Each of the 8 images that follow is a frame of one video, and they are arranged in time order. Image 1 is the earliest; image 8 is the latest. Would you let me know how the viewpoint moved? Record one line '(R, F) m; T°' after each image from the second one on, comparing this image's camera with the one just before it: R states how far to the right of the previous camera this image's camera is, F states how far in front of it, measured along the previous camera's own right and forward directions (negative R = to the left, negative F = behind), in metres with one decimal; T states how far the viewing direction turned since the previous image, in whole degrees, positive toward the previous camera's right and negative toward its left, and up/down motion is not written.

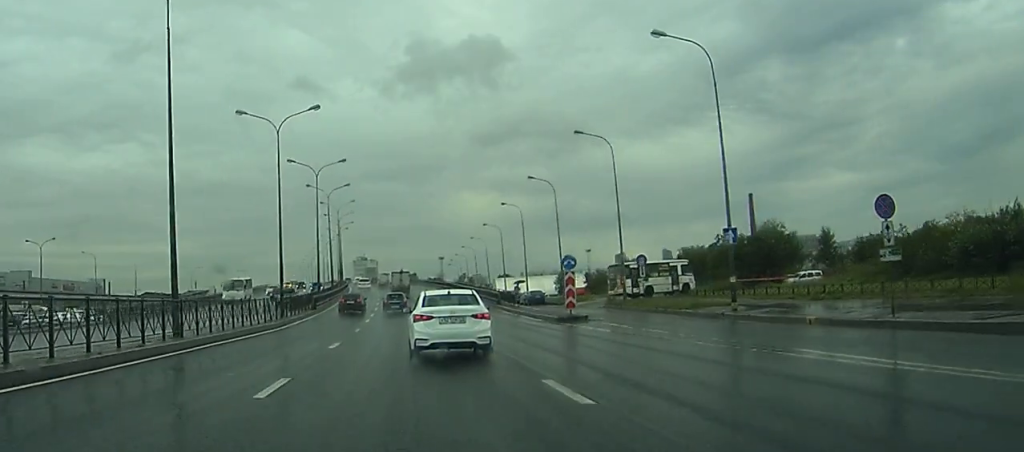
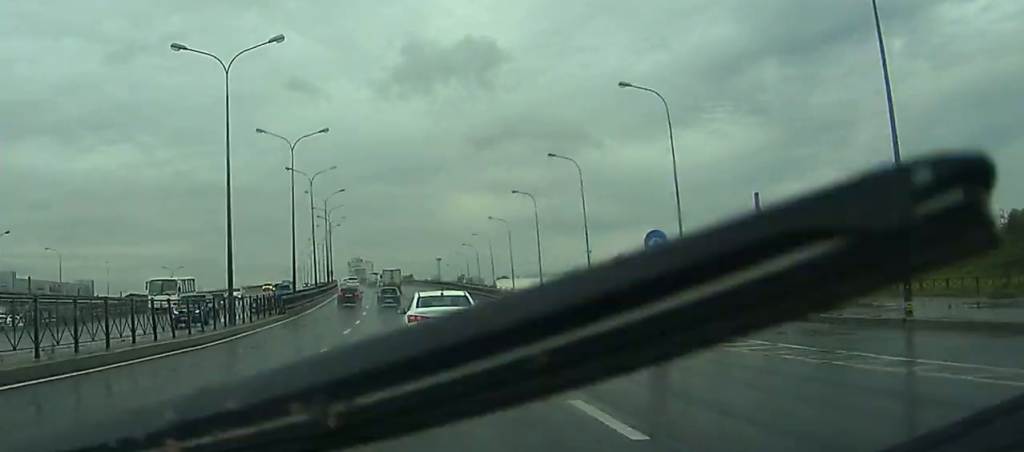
(0.0, +14.1) m; 0°
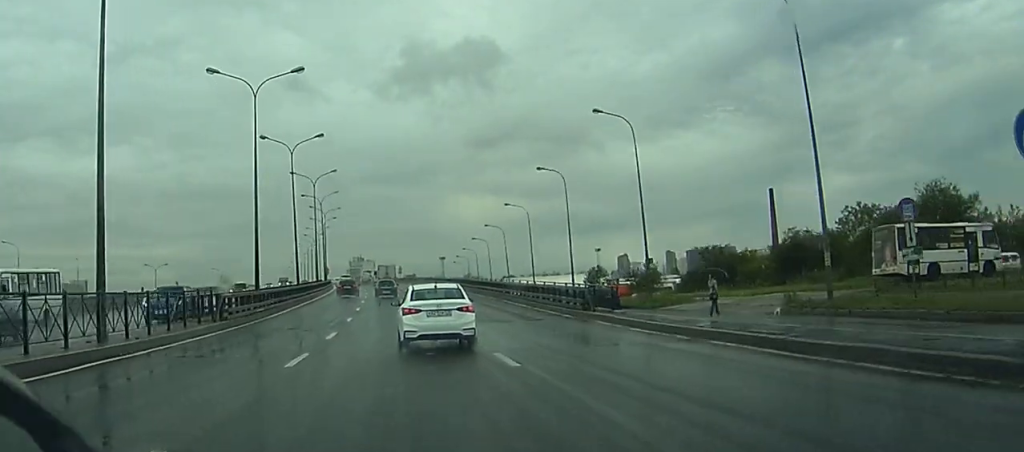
(+0.1, +16.1) m; 0°
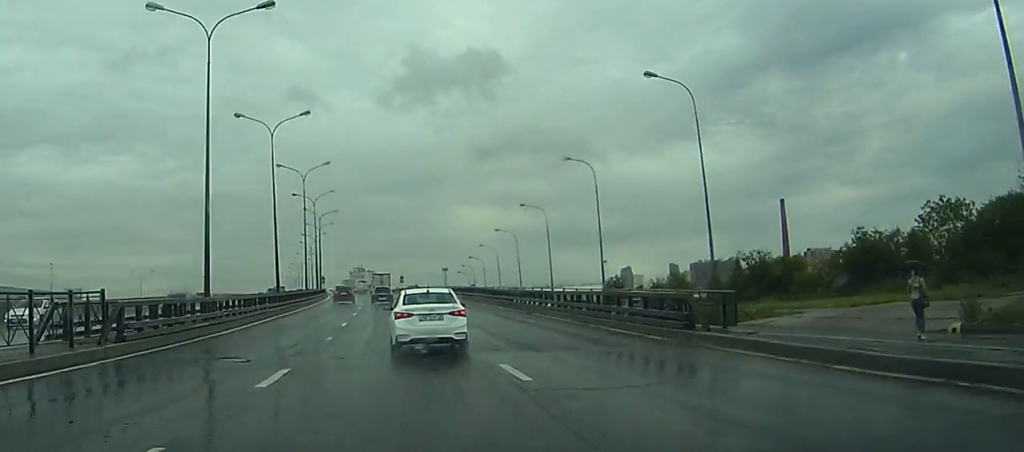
(0.0, +11.6) m; 0°
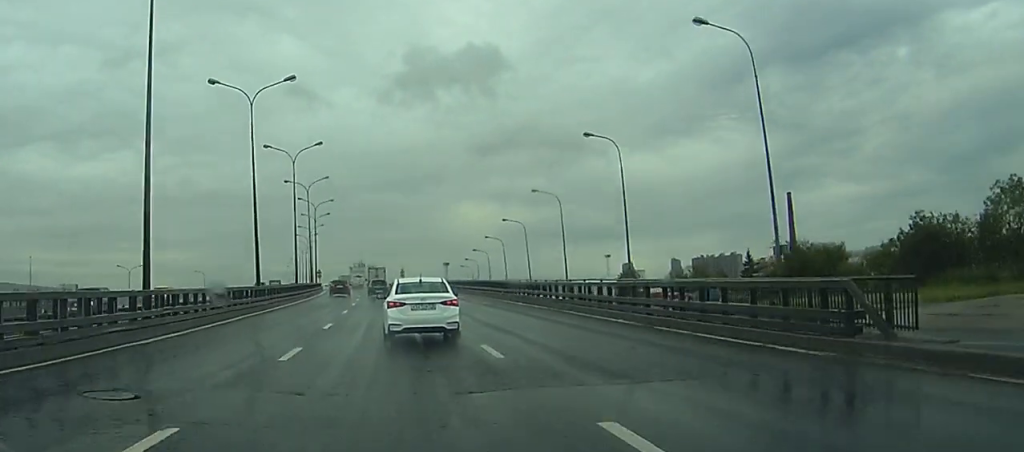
(0.0, +7.9) m; 0°
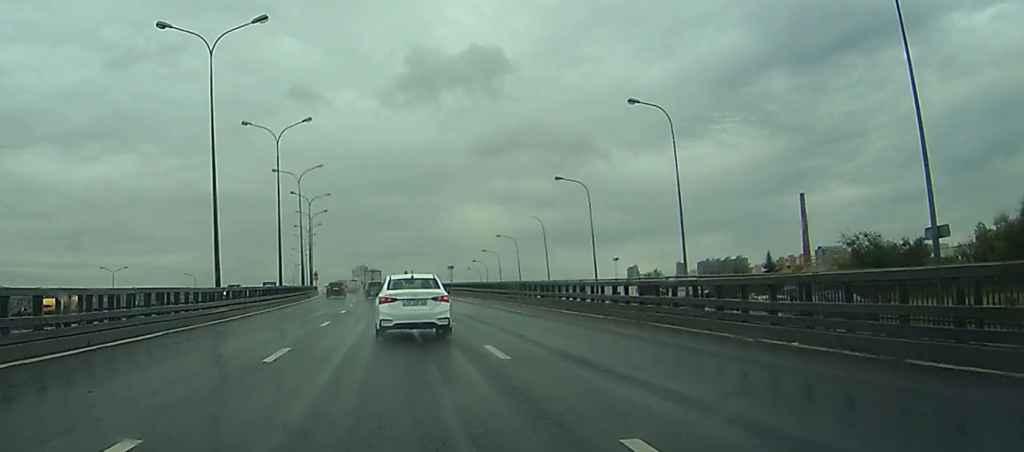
(+0.1, +11.6) m; +1°
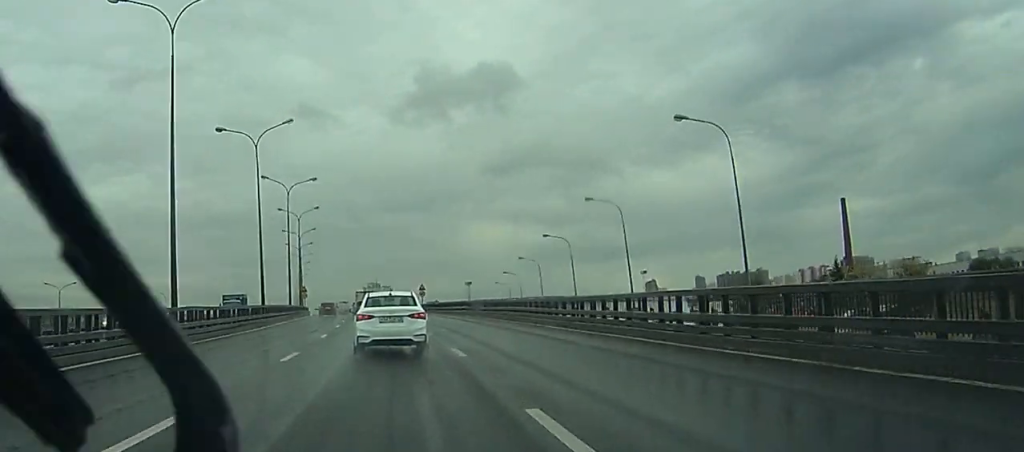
(+0.3, +31.5) m; 0°
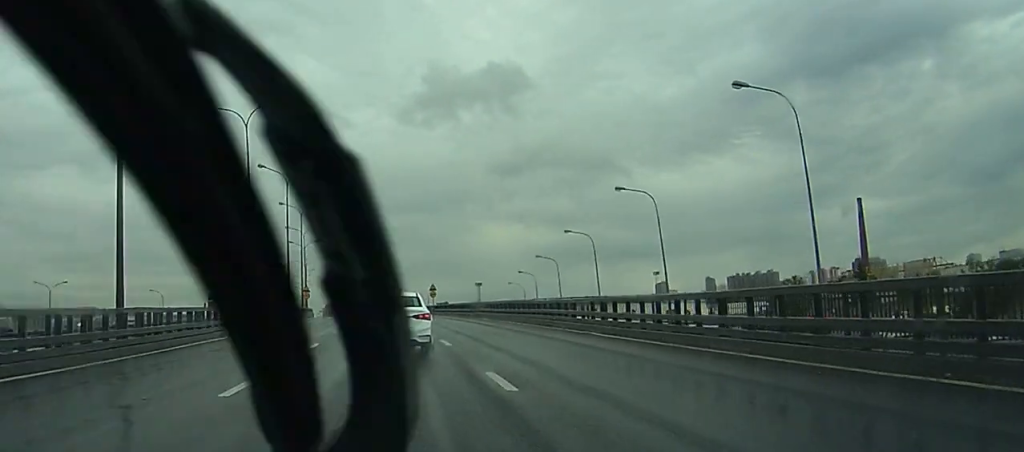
(-0.1, +7.0) m; -1°
